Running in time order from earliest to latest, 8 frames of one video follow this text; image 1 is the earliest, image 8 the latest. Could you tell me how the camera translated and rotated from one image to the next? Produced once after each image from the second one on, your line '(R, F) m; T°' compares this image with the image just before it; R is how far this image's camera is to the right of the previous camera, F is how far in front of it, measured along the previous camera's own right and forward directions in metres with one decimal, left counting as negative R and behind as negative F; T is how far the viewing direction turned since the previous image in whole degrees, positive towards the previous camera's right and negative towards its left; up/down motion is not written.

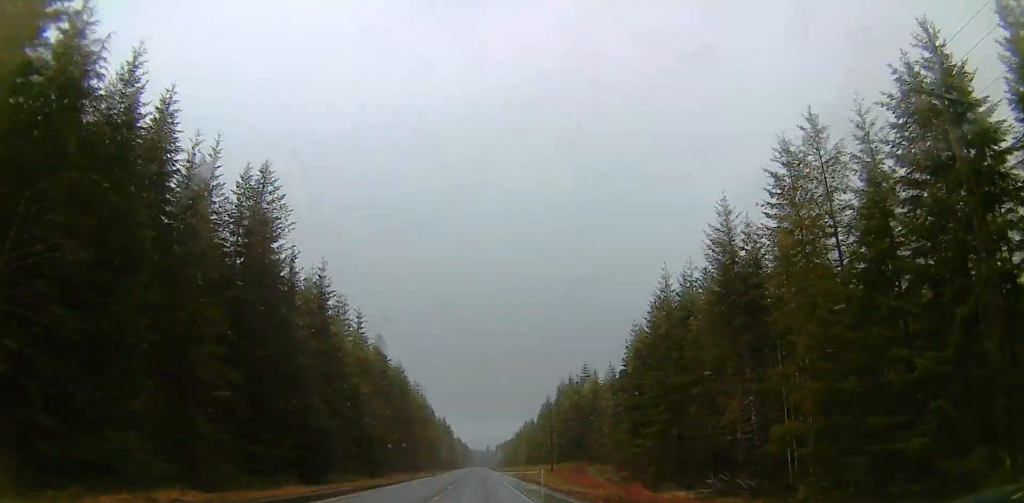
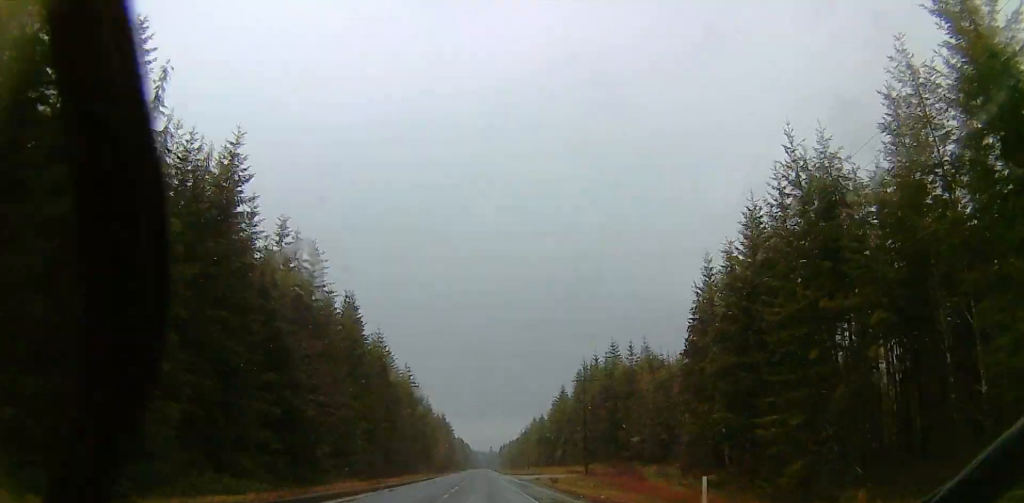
(+0.5, +36.2) m; +1°
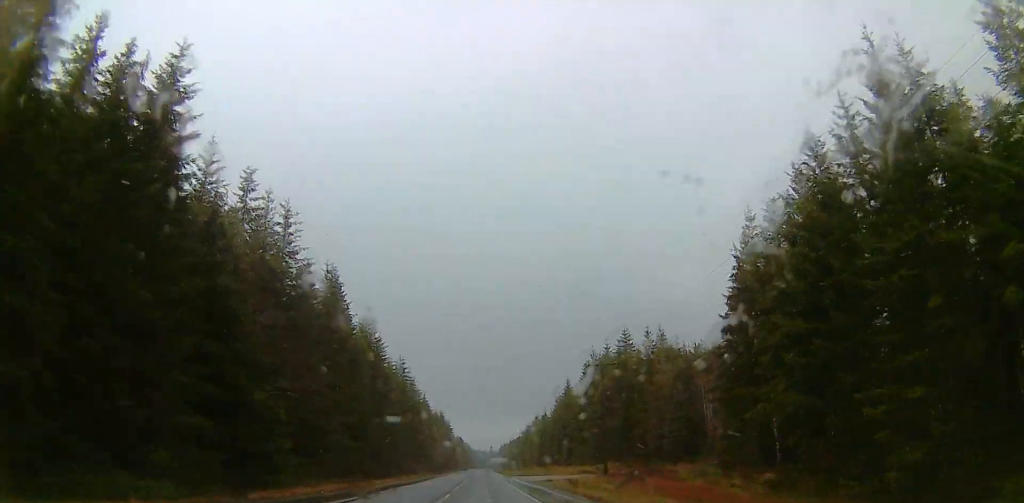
(0.0, +12.4) m; 0°
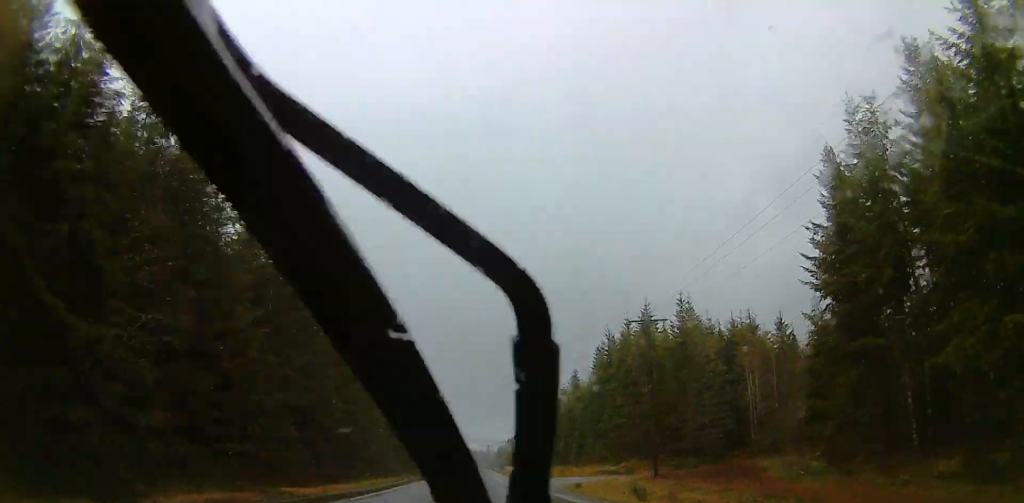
(-0.1, +19.9) m; -1°
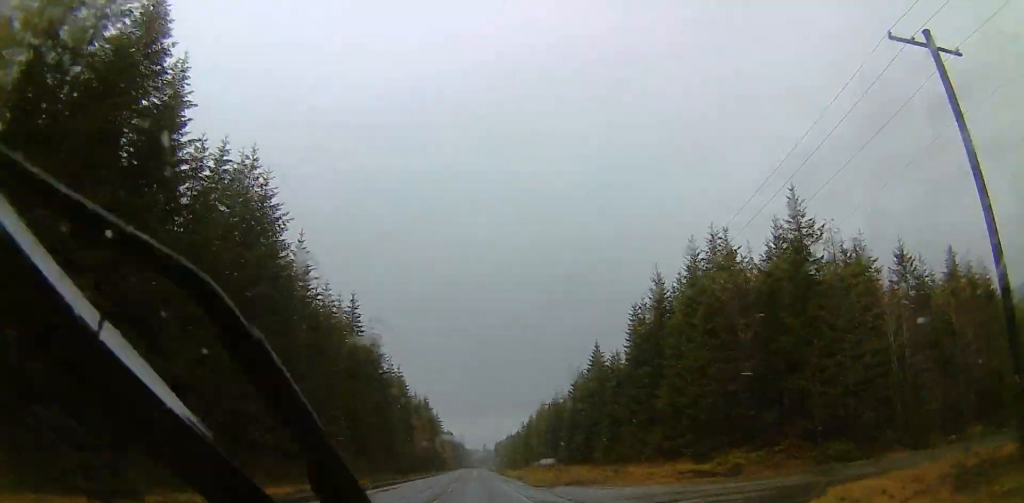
(-0.2, +31.7) m; 0°
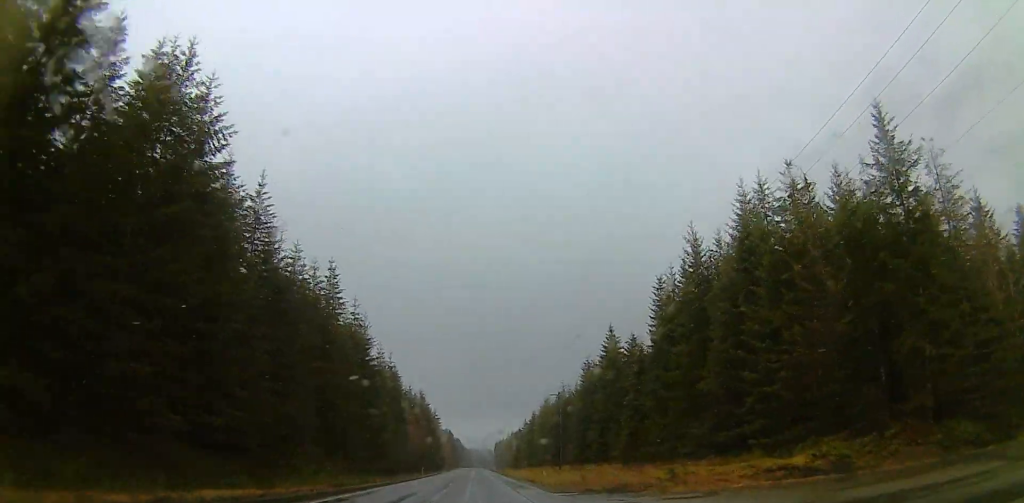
(0.0, +13.3) m; 0°
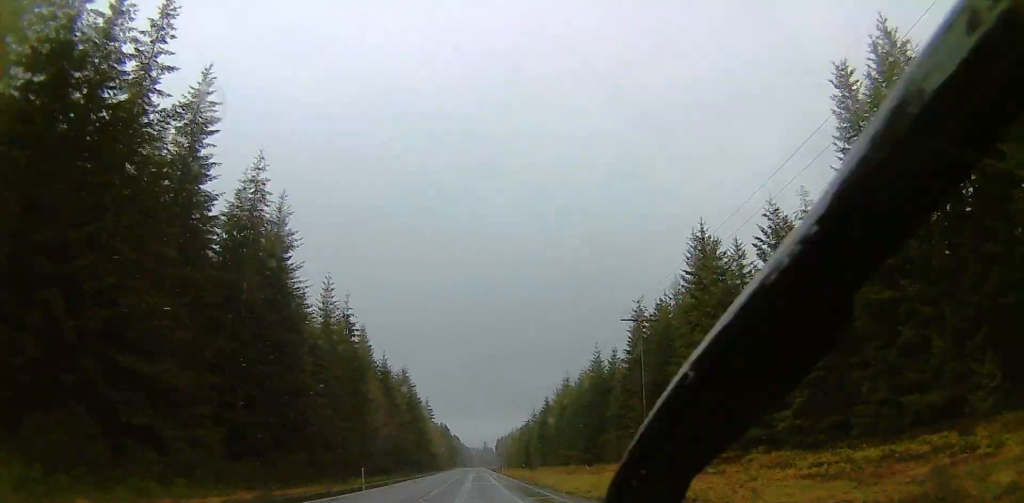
(0.0, +42.9) m; 0°
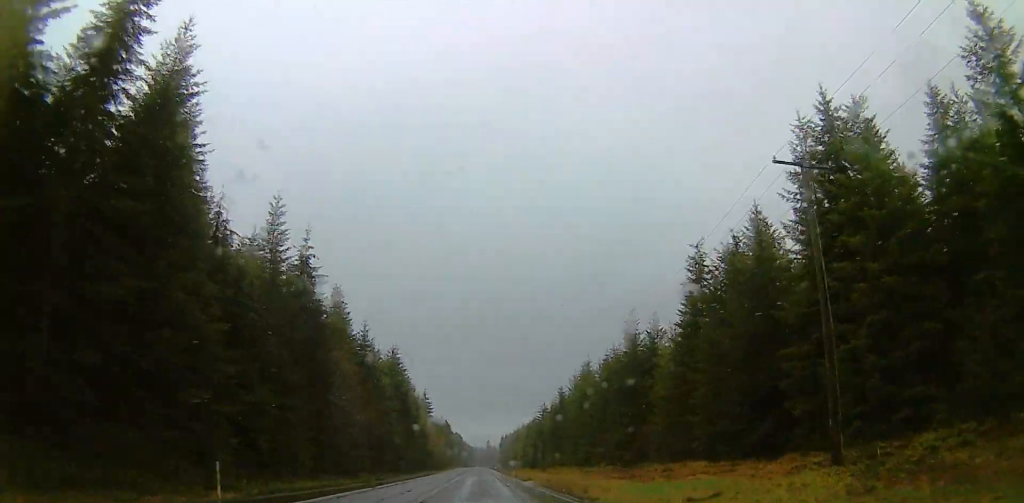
(0.0, +23.0) m; 0°
